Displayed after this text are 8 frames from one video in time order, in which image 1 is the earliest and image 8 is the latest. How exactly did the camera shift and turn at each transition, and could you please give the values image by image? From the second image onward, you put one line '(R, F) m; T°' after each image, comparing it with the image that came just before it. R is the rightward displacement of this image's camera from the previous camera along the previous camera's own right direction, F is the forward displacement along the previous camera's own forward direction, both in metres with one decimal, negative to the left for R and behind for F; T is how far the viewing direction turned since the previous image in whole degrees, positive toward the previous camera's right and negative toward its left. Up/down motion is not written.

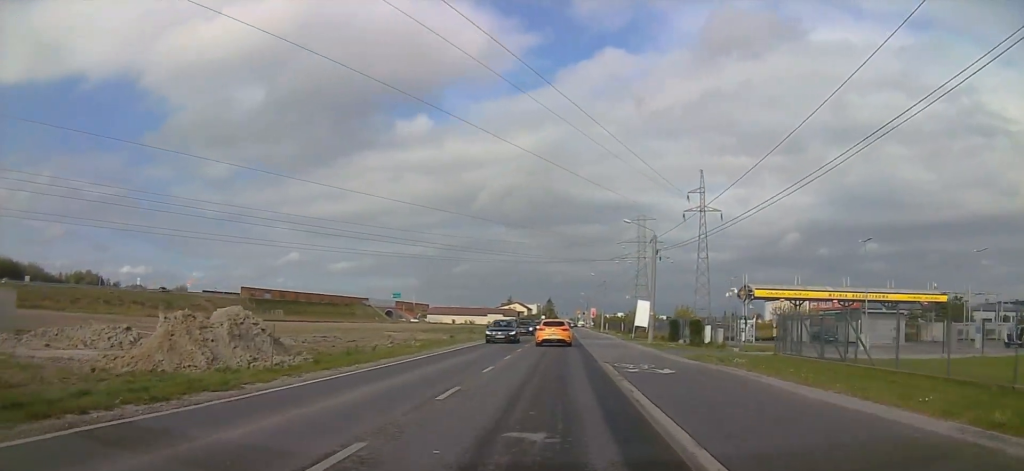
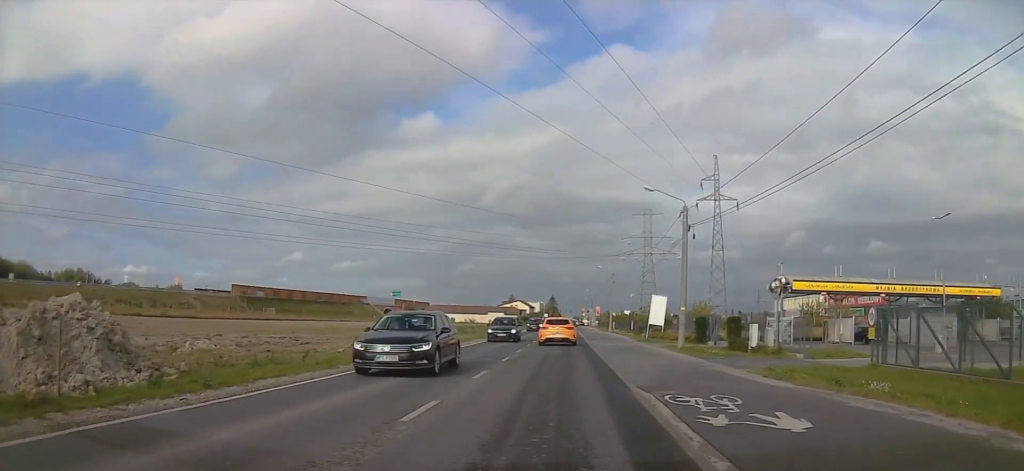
(-0.1, +8.6) m; -2°
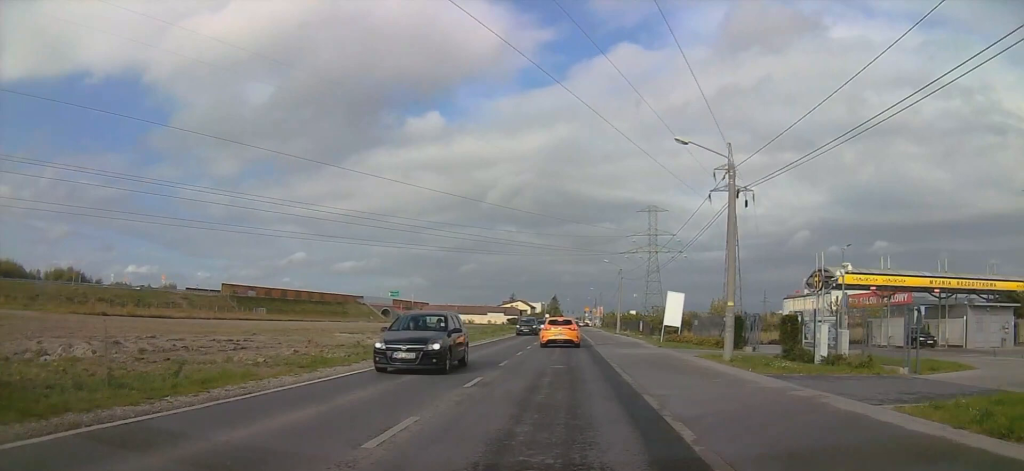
(-0.1, +8.3) m; -1°
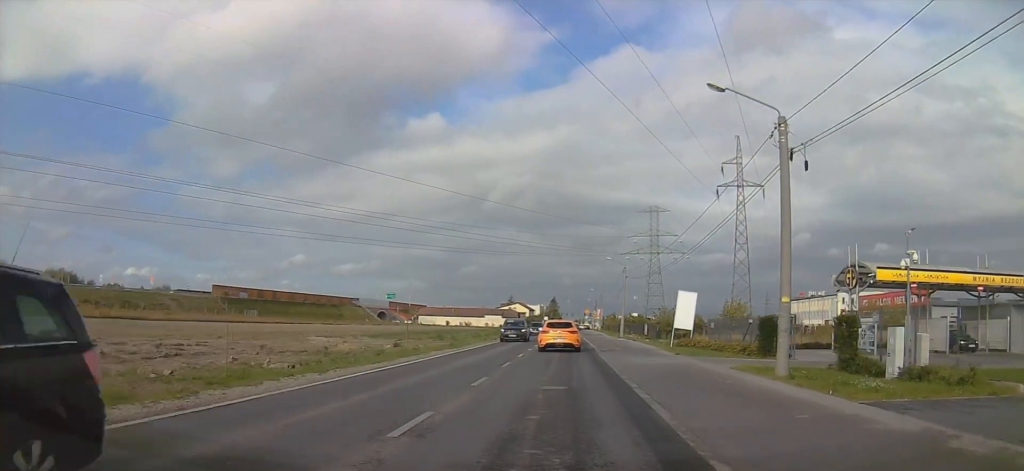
(0.0, +5.6) m; 0°
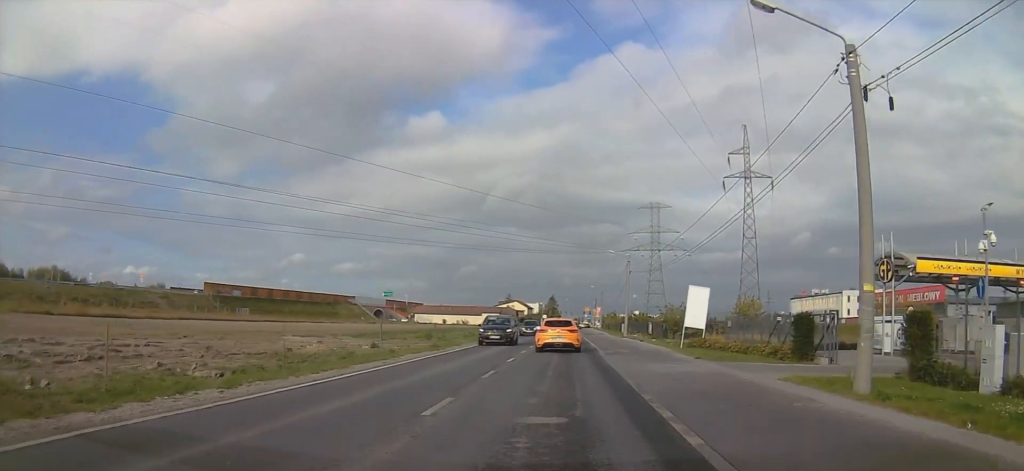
(0.0, +4.6) m; 0°
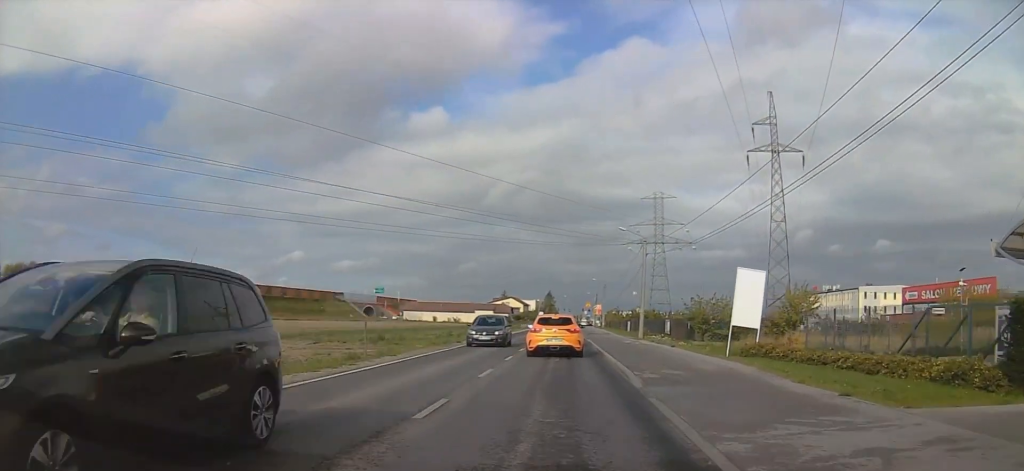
(+0.2, +12.9) m; +2°
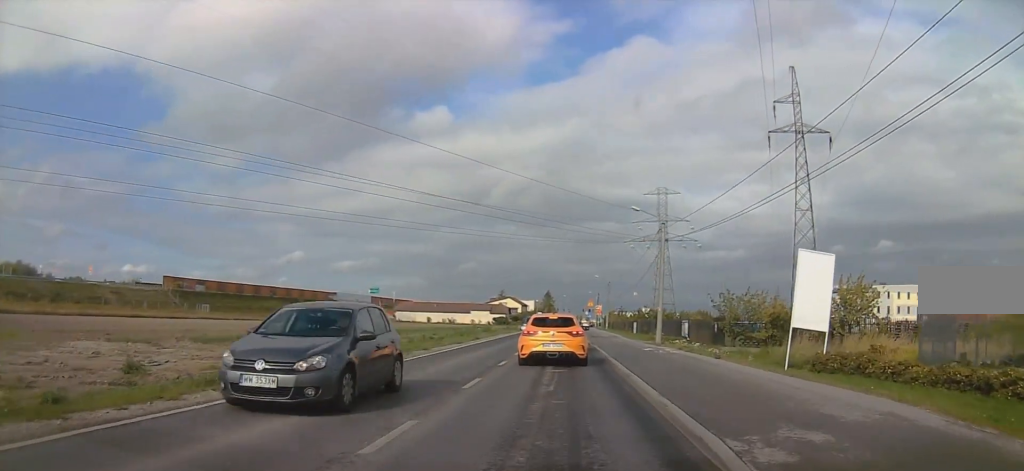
(0.0, +8.6) m; -1°
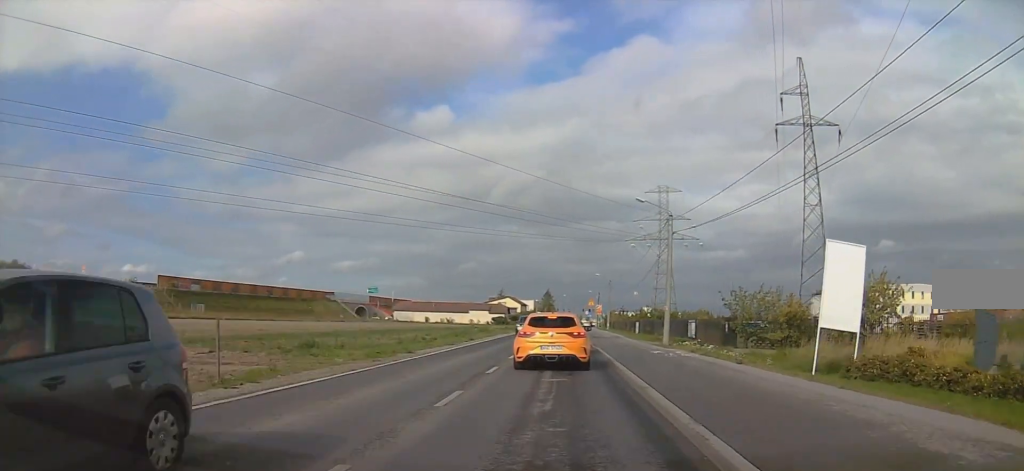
(-0.1, +2.7) m; 0°
